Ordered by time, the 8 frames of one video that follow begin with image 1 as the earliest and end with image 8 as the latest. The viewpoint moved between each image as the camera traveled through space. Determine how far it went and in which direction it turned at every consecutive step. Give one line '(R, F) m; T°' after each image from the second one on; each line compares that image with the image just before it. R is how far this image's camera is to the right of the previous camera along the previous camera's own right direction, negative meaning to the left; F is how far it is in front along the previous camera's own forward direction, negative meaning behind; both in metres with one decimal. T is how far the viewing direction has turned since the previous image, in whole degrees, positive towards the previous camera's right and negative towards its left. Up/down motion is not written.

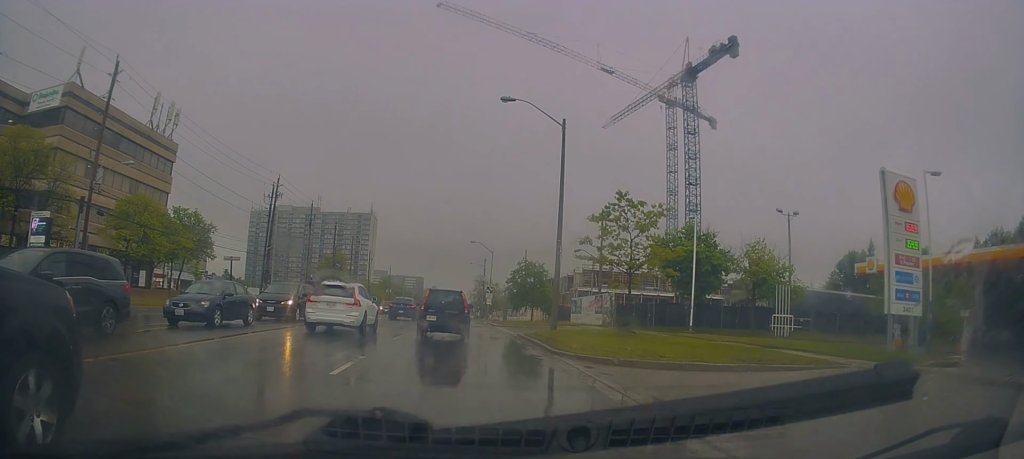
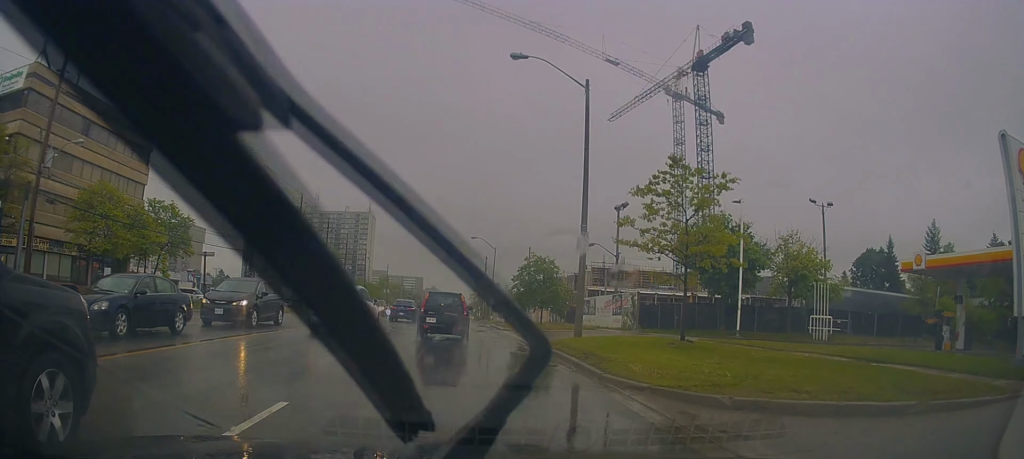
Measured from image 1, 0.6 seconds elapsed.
(0.0, +5.3) m; -4°
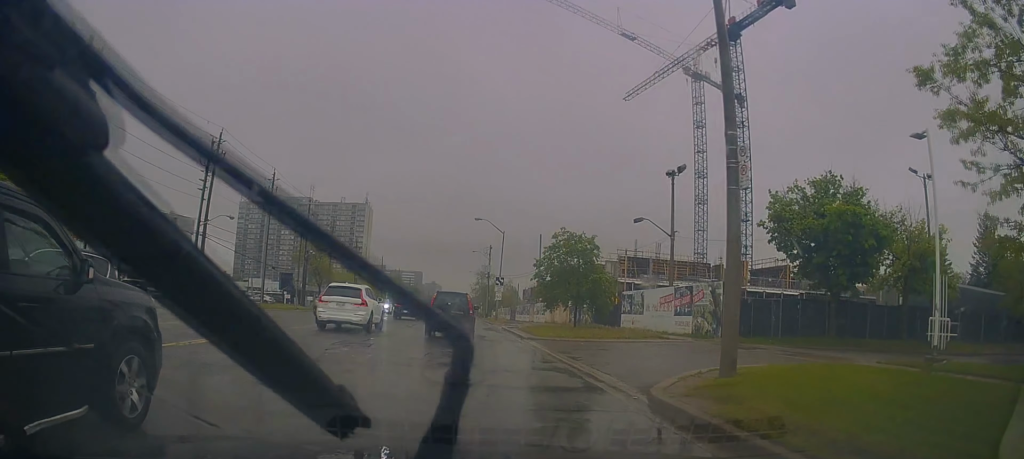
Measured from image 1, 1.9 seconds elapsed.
(-1.0, +12.1) m; -1°
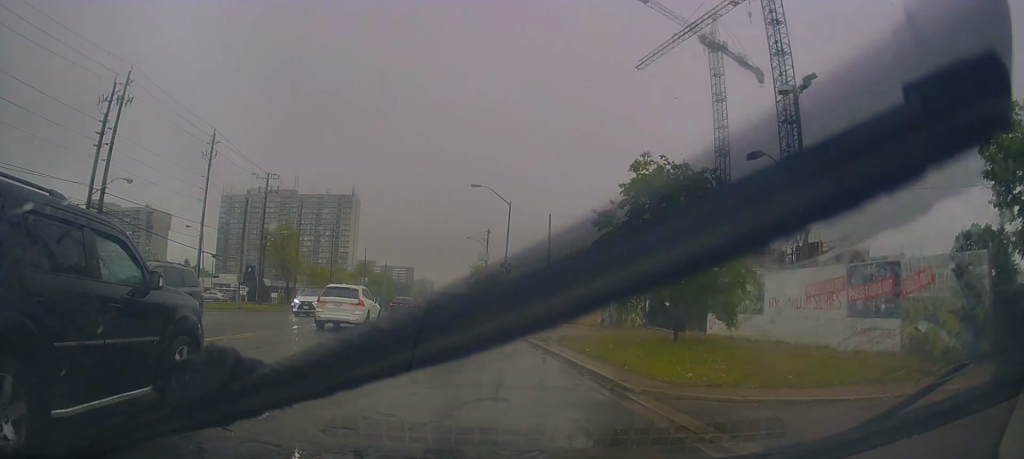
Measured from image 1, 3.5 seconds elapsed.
(+1.1, +15.2) m; +2°
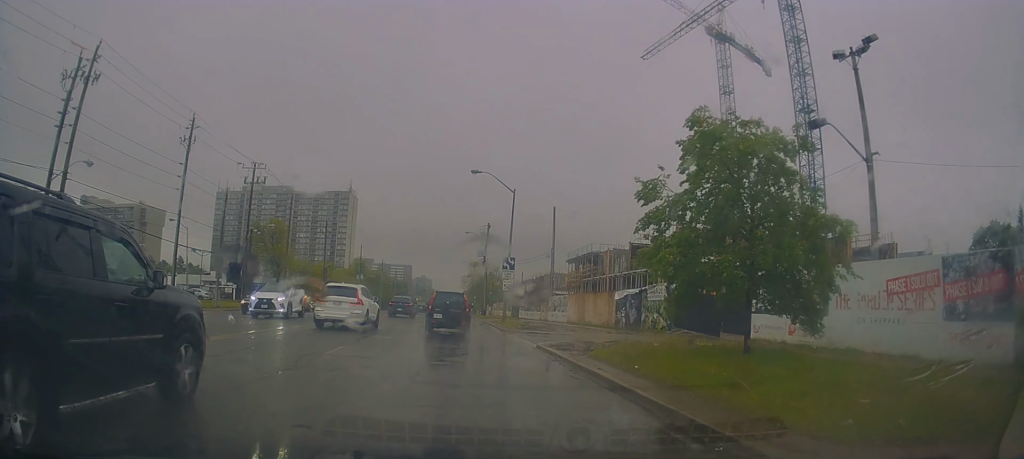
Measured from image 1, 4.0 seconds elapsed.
(0.0, +4.2) m; -1°
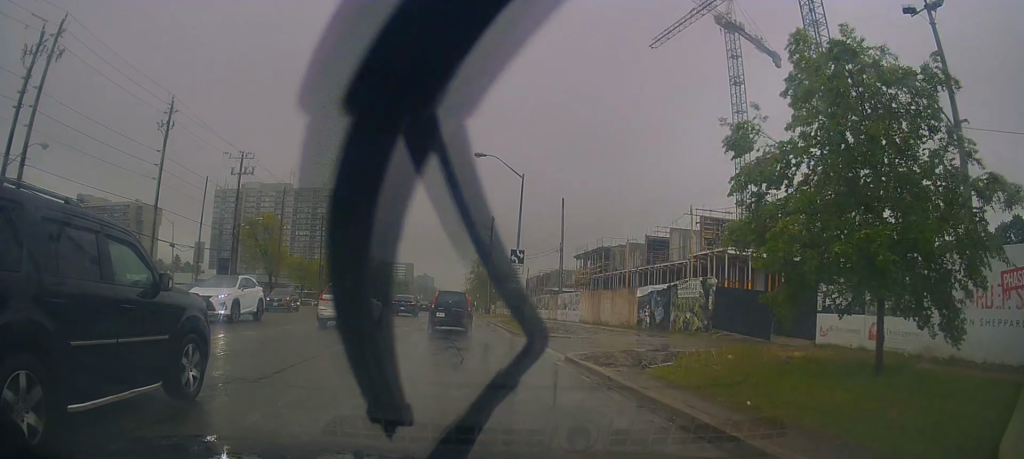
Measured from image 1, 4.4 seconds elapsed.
(-0.1, +4.2) m; +1°
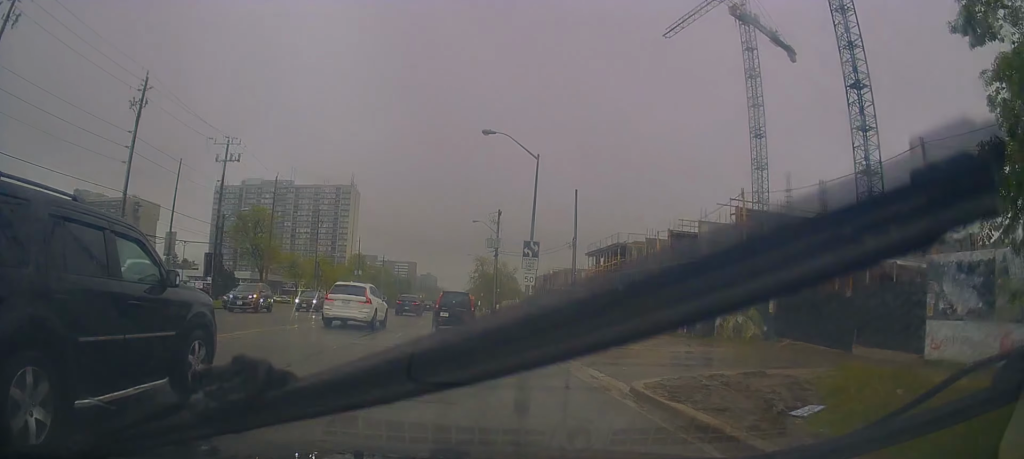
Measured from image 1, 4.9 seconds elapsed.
(-0.2, +5.0) m; +1°
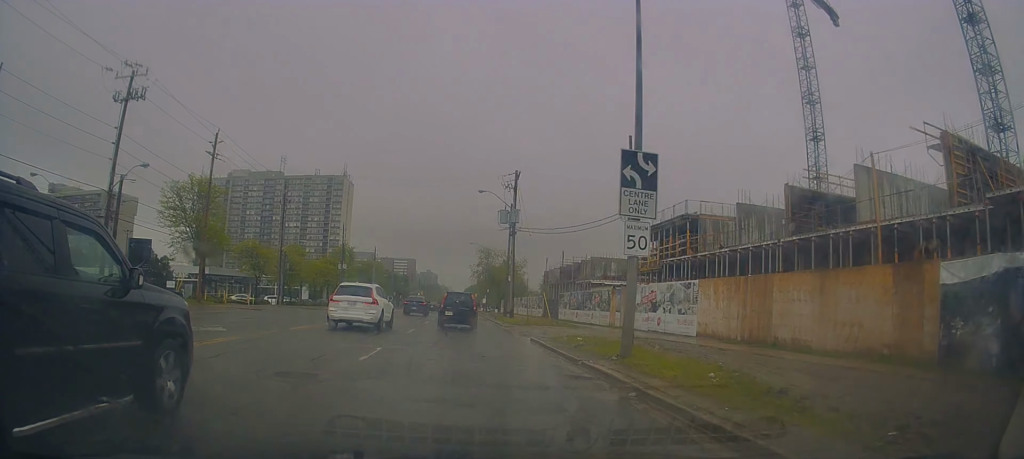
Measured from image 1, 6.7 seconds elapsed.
(+0.5, +17.6) m; -3°
